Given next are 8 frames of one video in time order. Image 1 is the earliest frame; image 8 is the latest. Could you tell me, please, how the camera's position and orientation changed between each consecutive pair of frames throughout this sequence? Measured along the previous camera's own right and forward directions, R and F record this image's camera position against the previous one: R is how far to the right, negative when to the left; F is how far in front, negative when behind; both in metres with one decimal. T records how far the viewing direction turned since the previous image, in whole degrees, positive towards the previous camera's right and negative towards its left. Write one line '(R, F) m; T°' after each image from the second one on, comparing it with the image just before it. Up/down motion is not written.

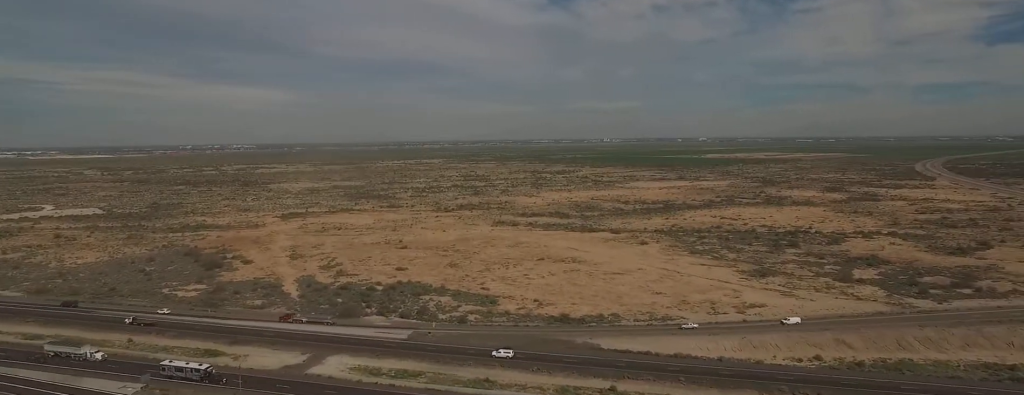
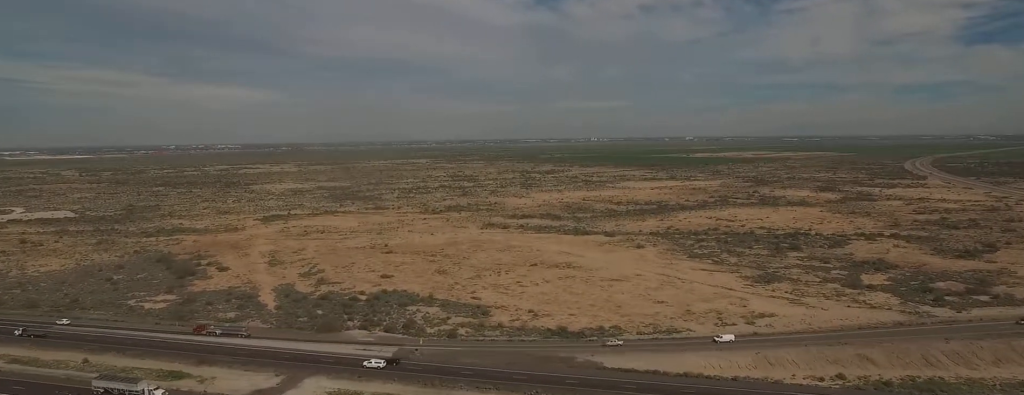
(+0.1, +14.8) m; 0°
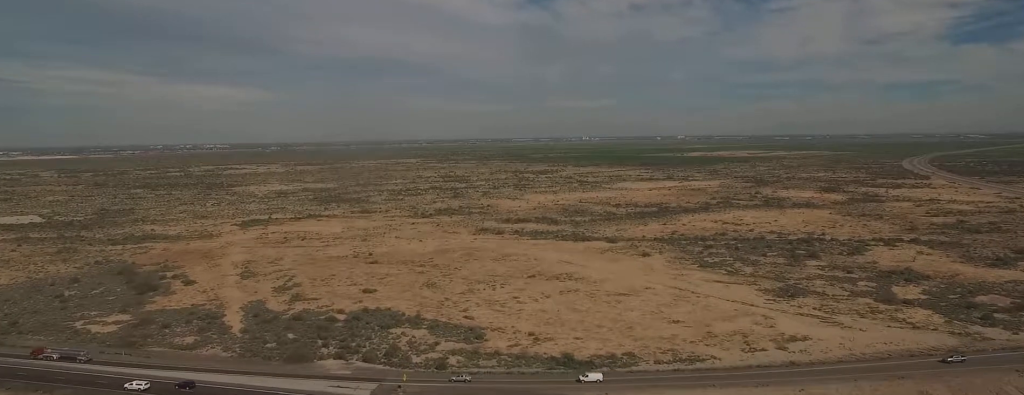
(+0.1, +24.8) m; 0°
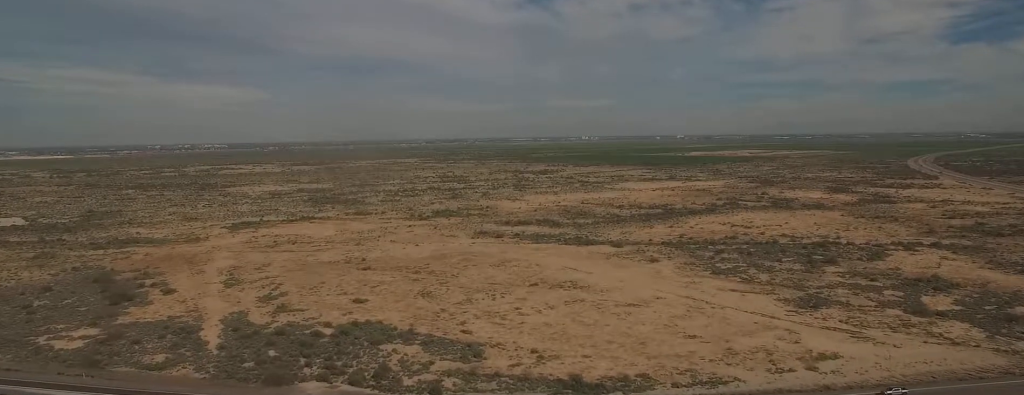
(0.0, +15.9) m; 0°
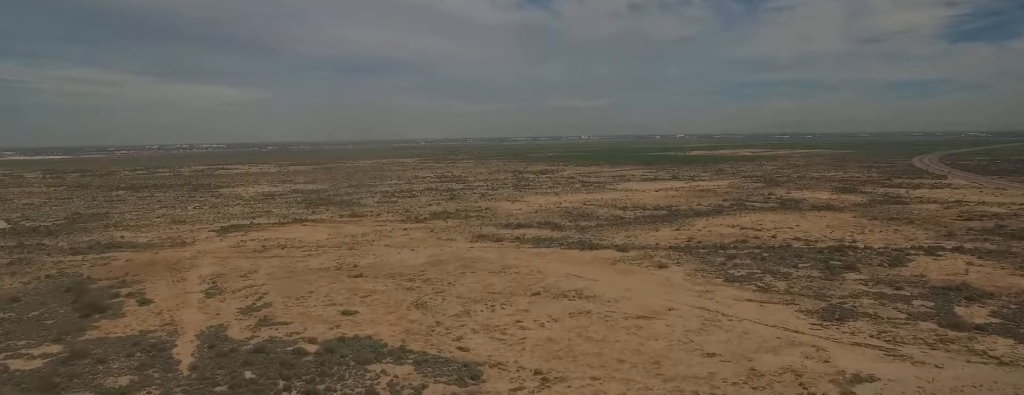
(-0.1, +18.5) m; -1°
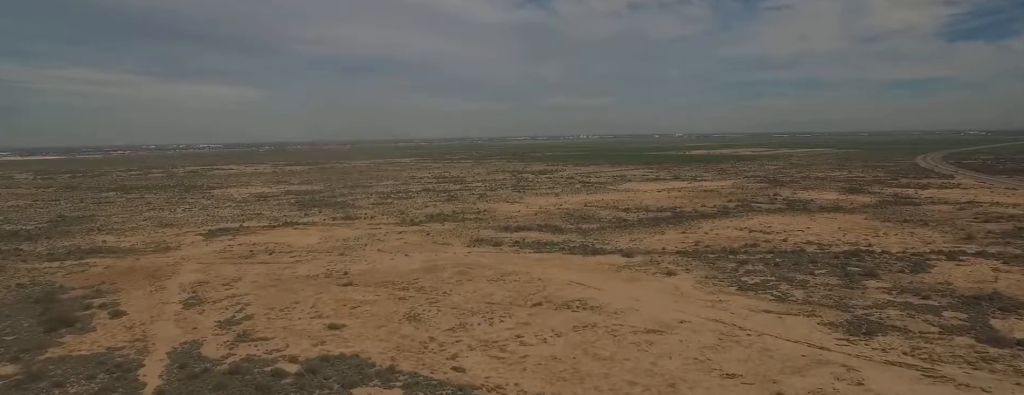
(-0.1, +13.6) m; -1°
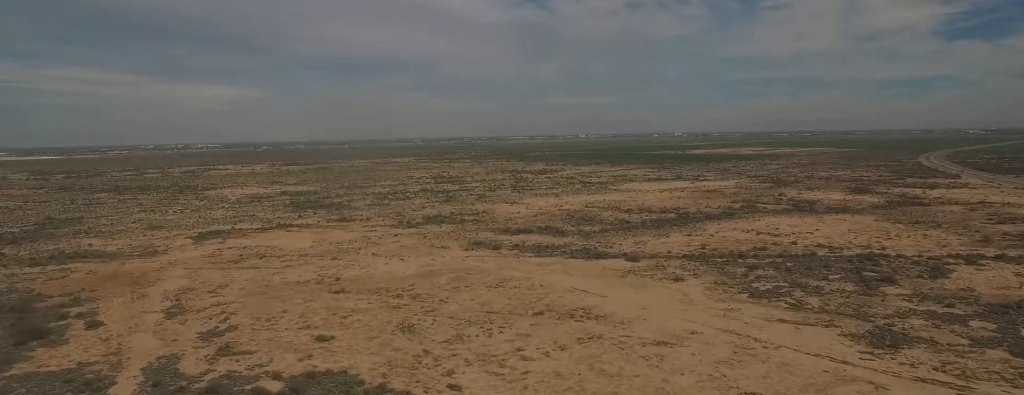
(0.0, +10.8) m; 0°
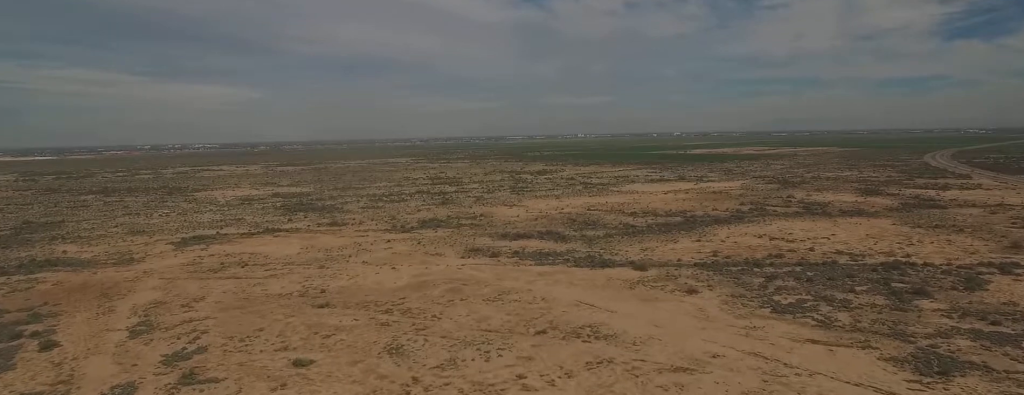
(-0.1, +18.8) m; -1°
